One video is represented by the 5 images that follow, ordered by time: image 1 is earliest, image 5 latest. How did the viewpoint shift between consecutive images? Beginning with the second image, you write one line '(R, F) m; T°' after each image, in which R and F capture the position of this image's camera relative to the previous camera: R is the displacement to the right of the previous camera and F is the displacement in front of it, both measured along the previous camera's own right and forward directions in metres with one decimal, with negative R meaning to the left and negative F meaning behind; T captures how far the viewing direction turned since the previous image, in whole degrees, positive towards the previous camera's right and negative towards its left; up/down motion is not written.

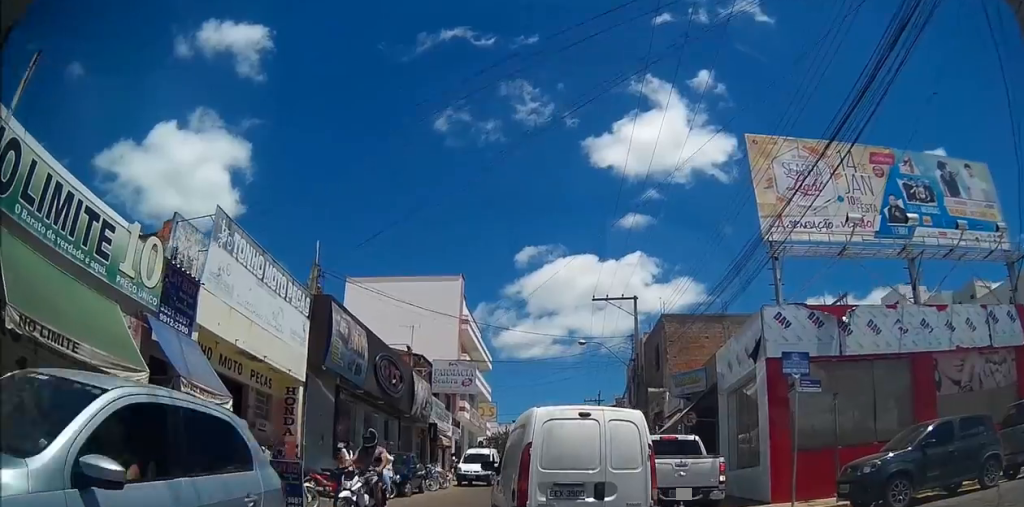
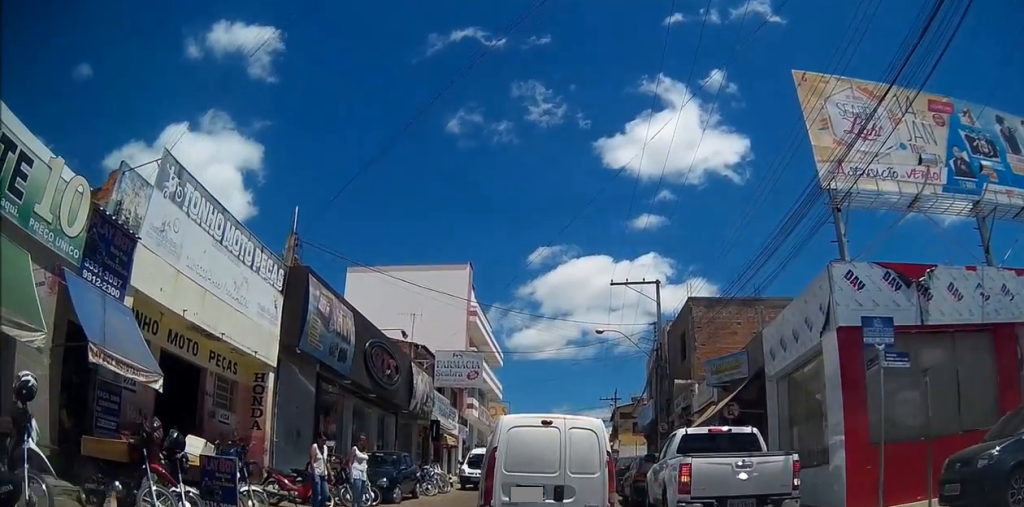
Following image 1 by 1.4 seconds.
(0.0, +0.9) m; 0°
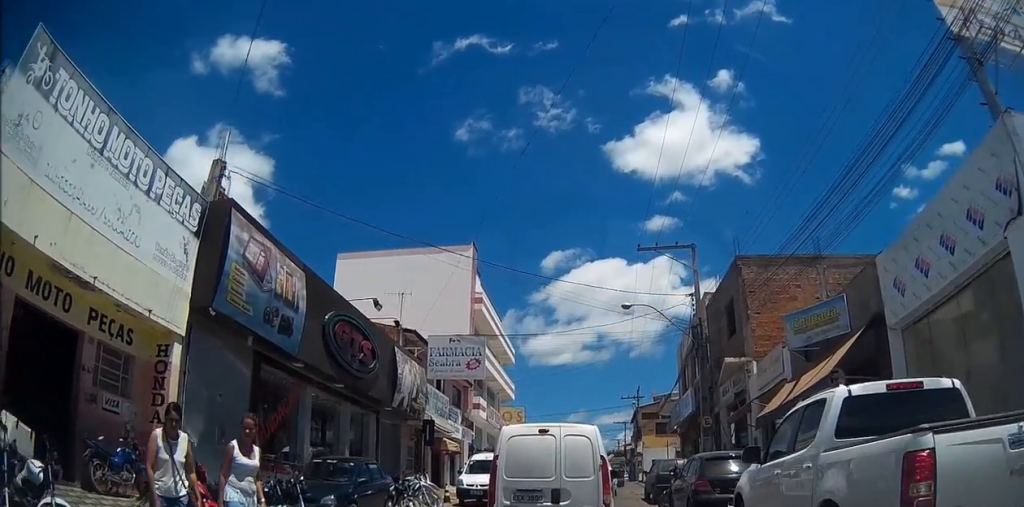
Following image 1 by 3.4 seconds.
(0.0, +3.6) m; 0°
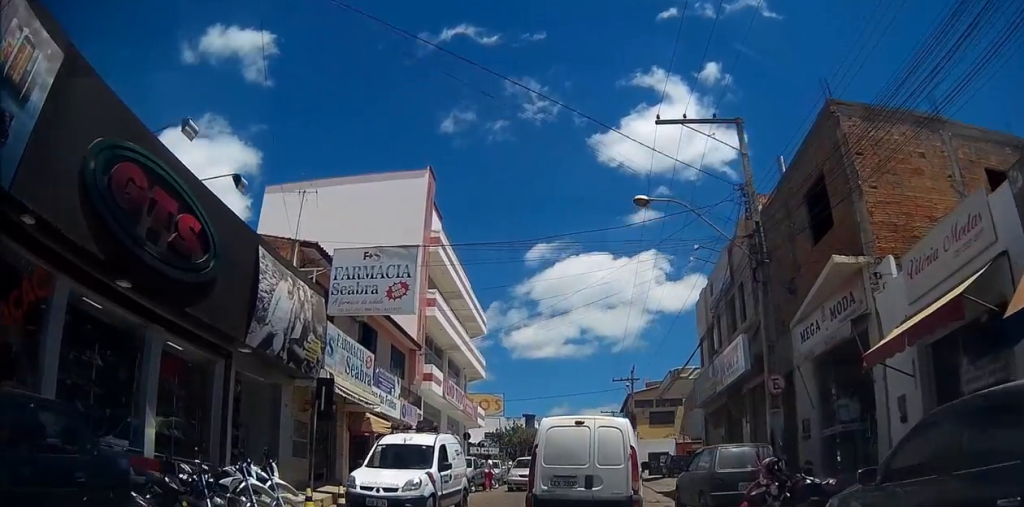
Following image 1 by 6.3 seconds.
(0.0, +9.2) m; 0°
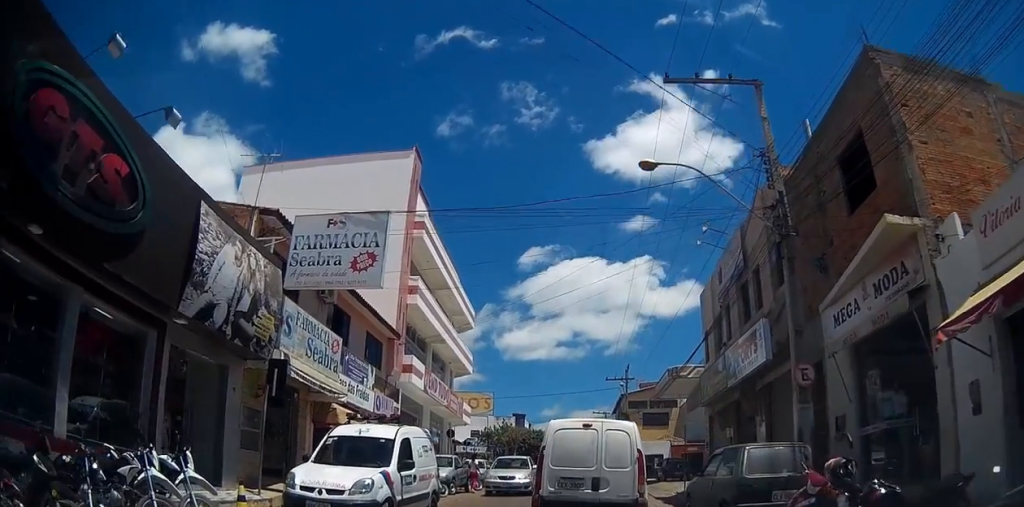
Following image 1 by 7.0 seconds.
(0.0, +2.2) m; 0°
